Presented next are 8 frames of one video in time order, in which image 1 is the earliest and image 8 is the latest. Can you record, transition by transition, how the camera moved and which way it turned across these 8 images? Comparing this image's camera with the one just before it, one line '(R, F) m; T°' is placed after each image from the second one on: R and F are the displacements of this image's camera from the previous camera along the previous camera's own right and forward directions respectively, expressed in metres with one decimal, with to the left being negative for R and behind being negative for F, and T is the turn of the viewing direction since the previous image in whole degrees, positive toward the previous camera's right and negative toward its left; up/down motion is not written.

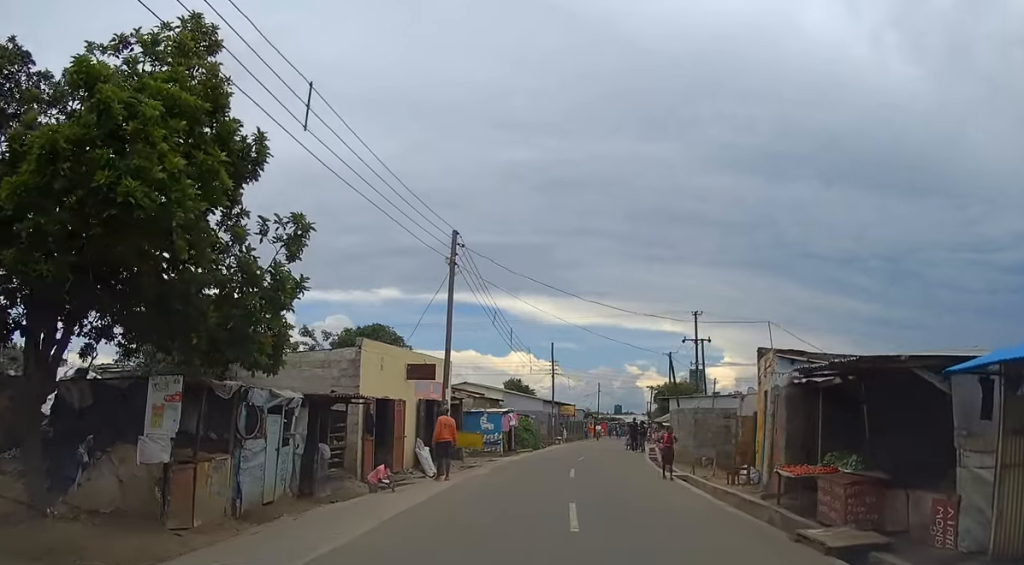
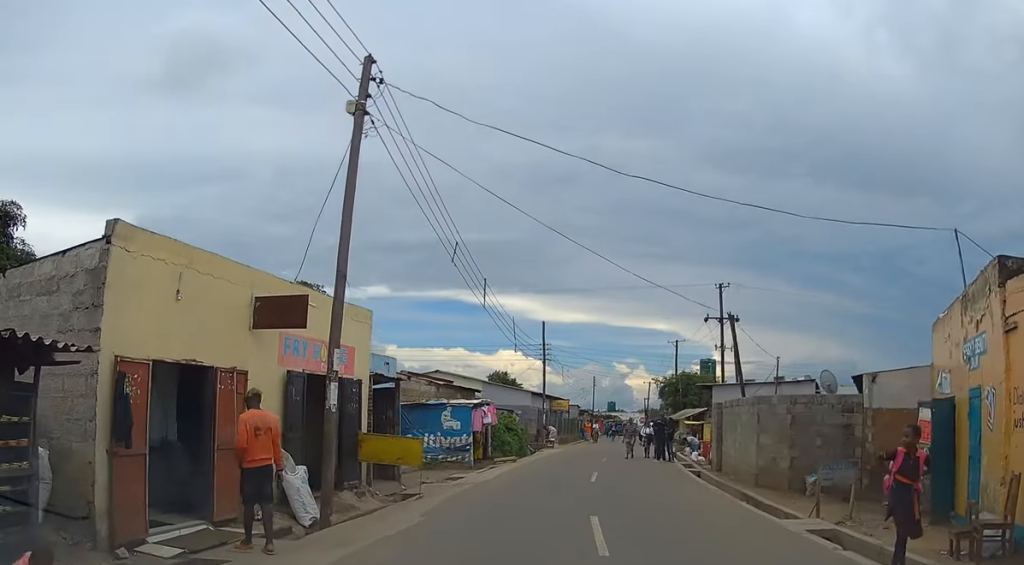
(+0.4, +10.7) m; +3°
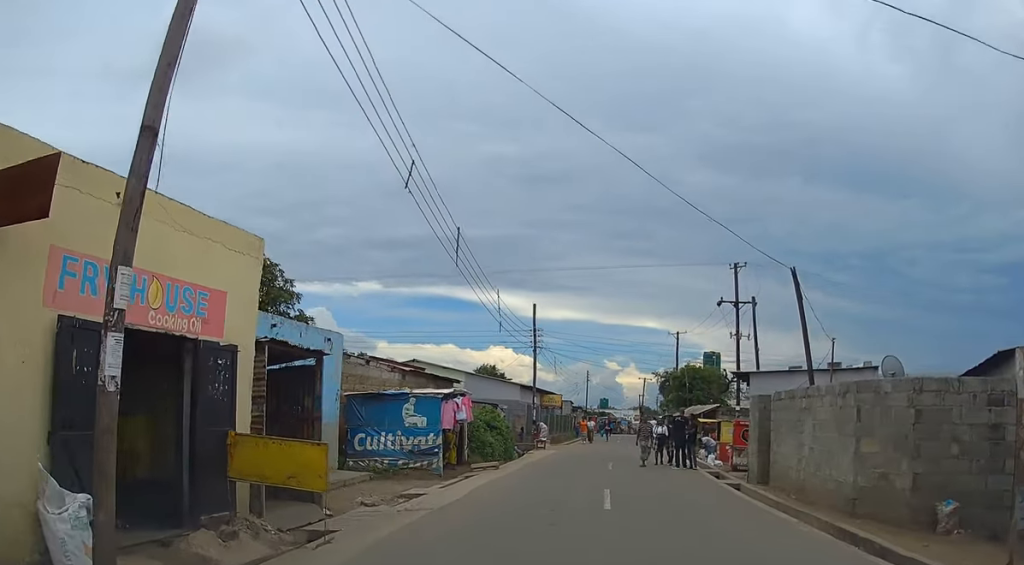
(-0.2, +5.5) m; 0°
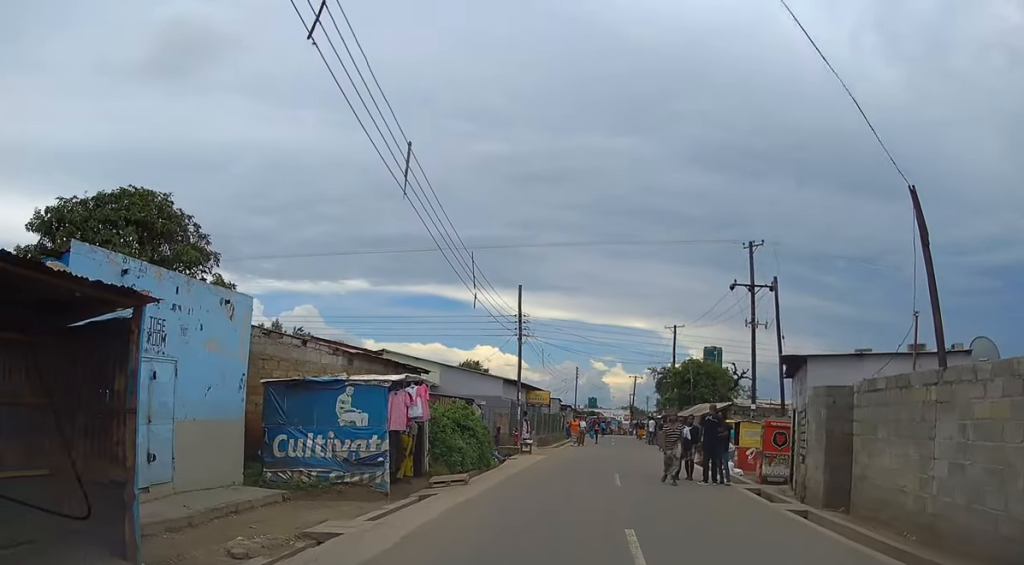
(+0.2, +5.1) m; +2°
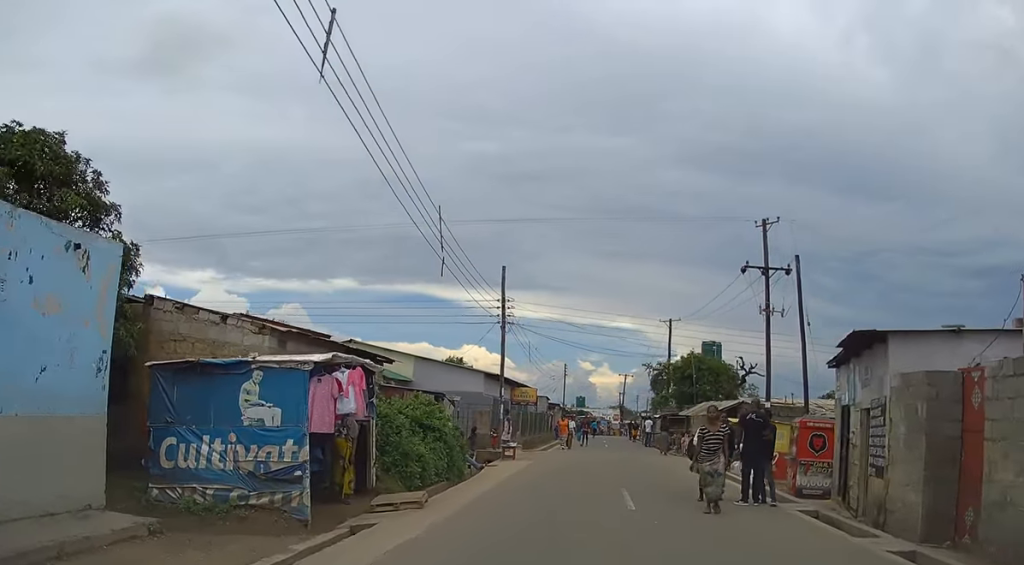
(0.0, +4.1) m; +1°
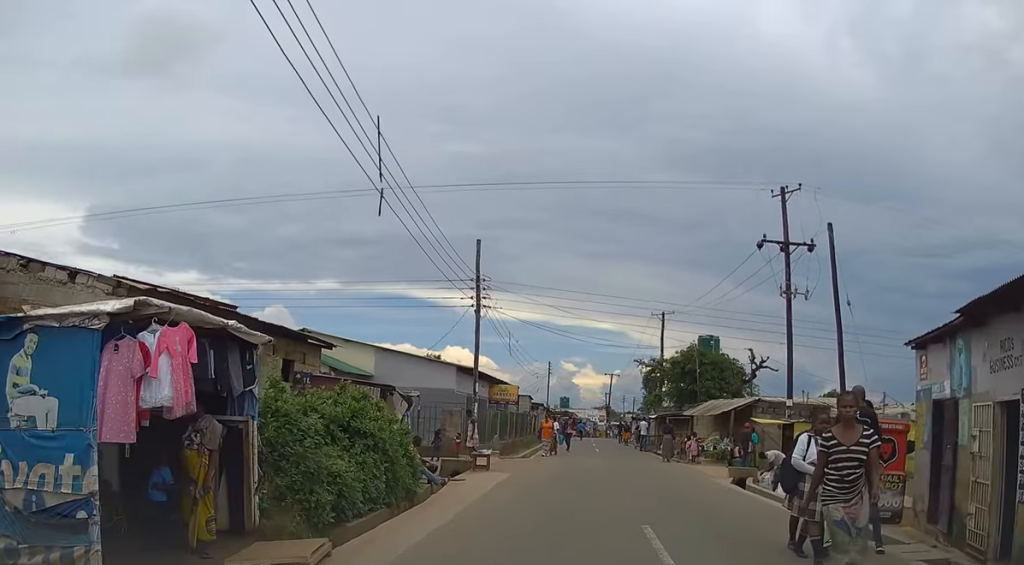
(0.0, +4.6) m; +1°
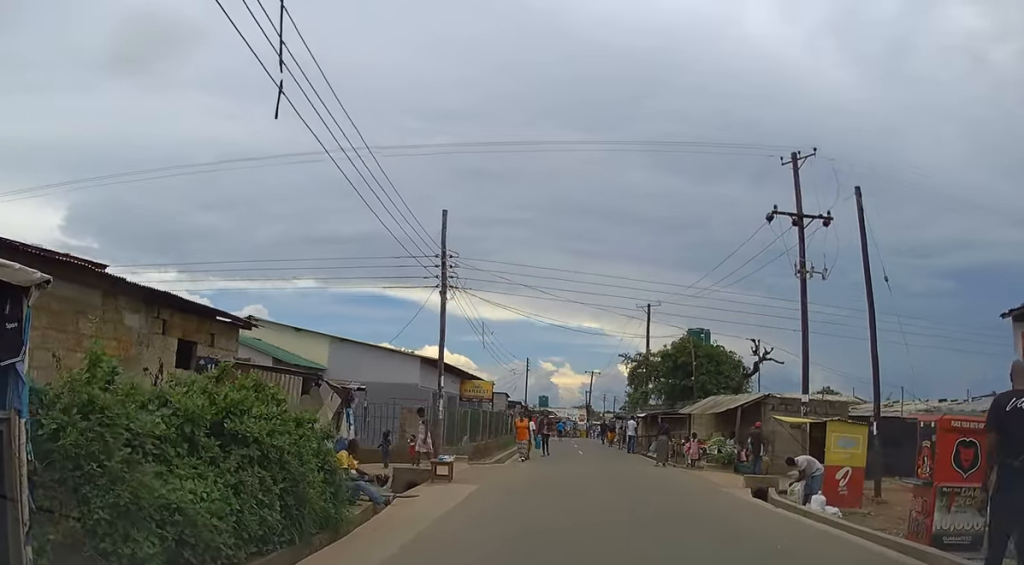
(+0.1, +3.6) m; +1°
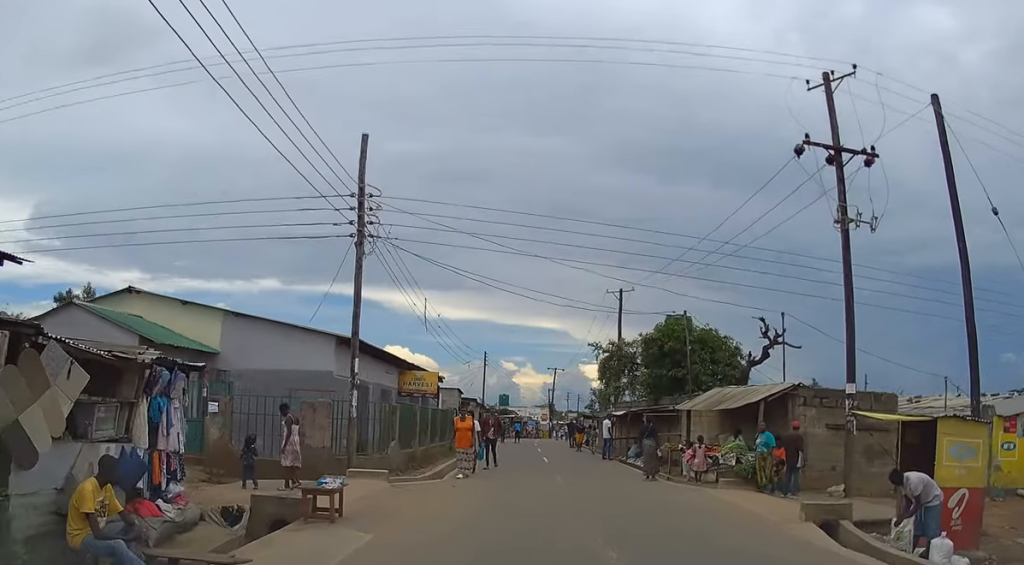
(+0.1, +6.1) m; +1°
